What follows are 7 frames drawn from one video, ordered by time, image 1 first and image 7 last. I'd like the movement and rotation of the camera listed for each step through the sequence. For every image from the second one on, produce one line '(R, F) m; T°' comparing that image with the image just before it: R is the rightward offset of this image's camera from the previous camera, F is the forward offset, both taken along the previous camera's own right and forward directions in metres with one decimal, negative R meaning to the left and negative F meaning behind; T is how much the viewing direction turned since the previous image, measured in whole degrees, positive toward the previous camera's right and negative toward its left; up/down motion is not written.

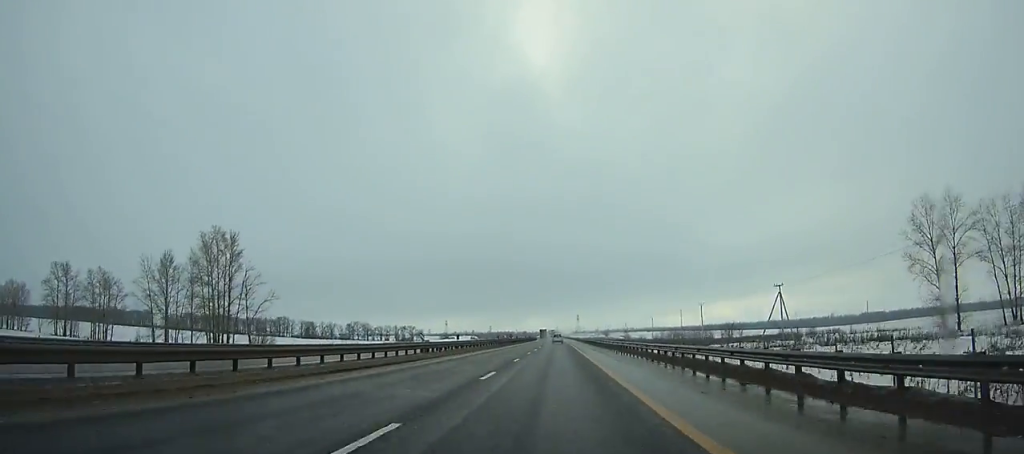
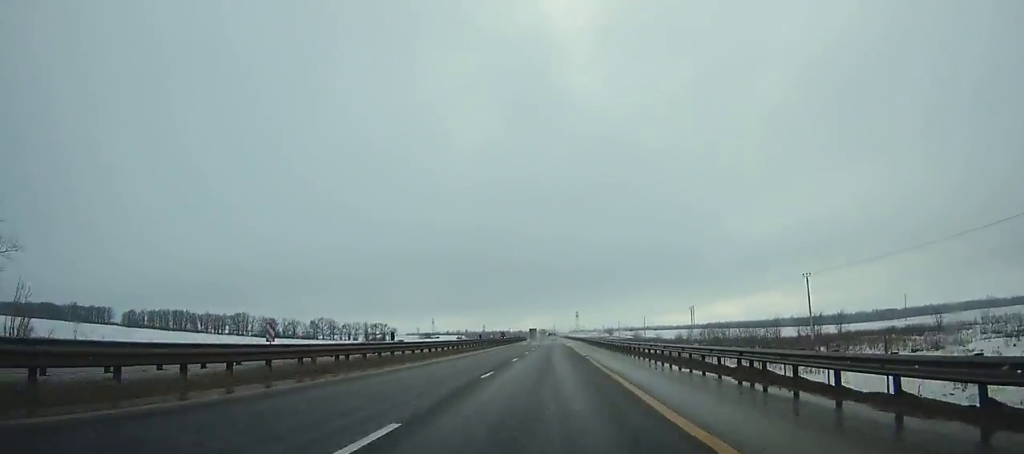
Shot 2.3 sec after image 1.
(-0.1, +59.9) m; 0°
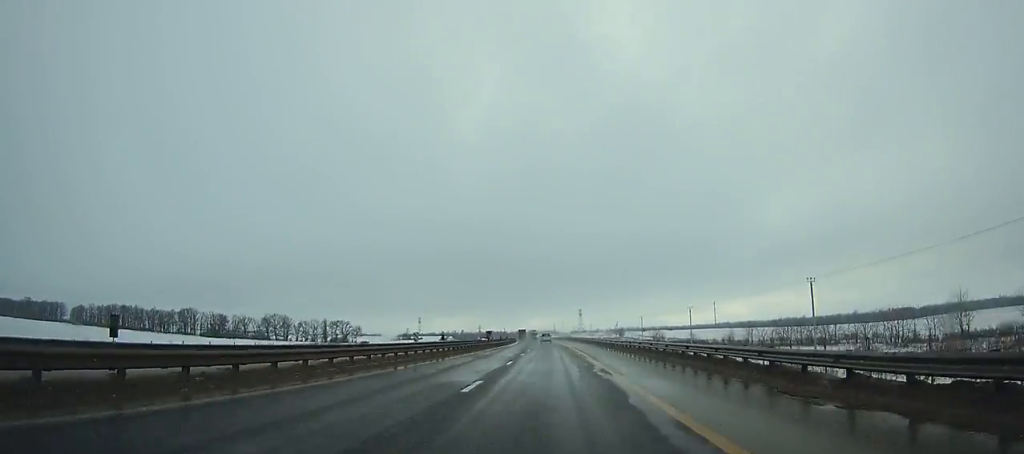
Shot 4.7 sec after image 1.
(-0.1, +63.3) m; -1°
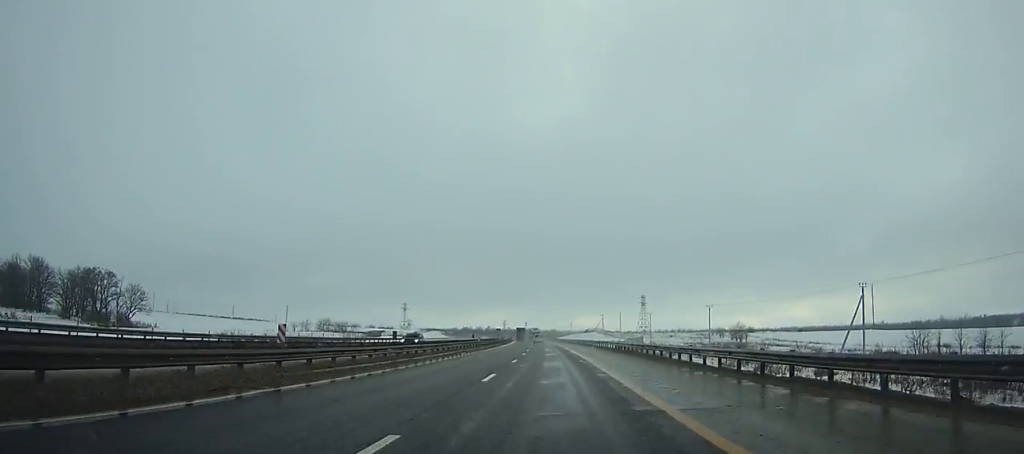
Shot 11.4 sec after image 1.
(-5.6, +177.8) m; -4°
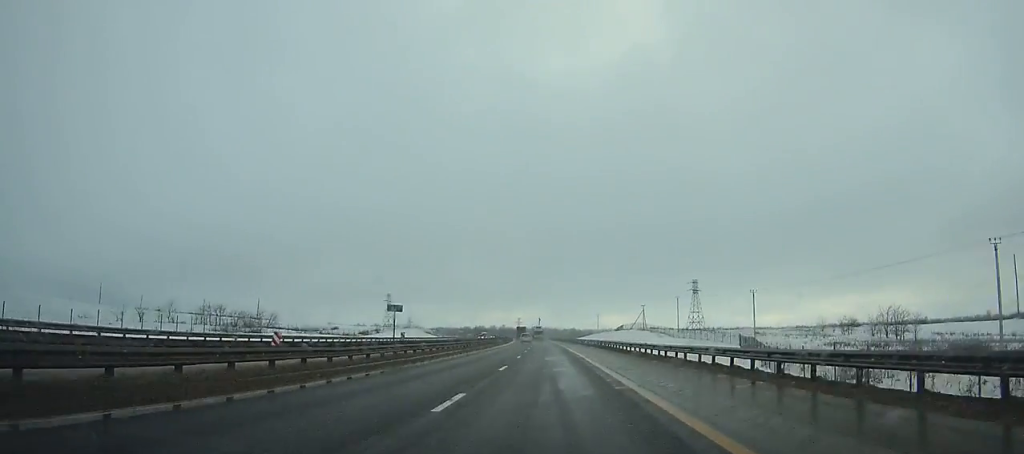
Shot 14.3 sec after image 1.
(-1.0, +76.3) m; -2°
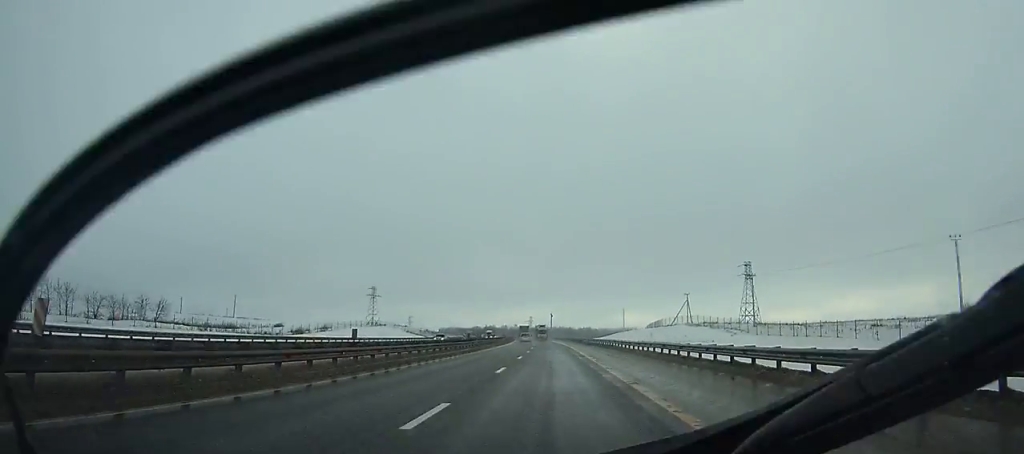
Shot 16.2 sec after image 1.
(-0.2, +49.9) m; -1°
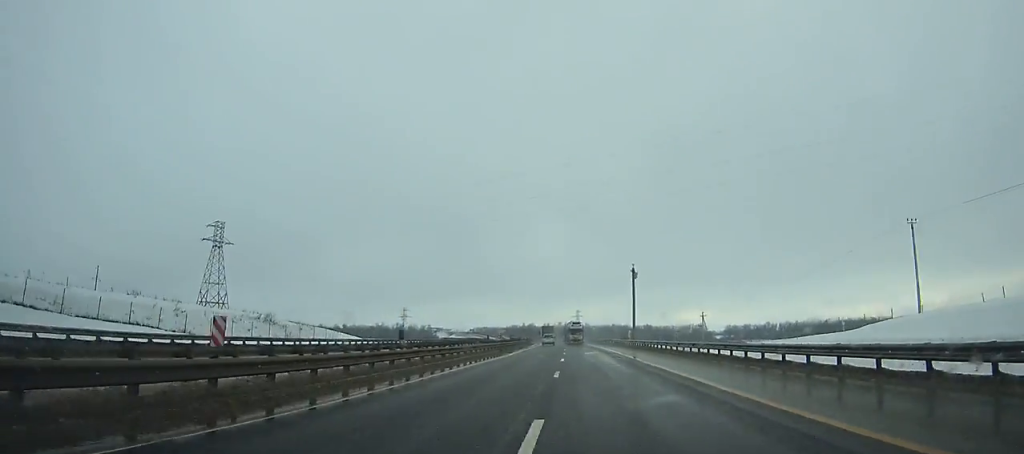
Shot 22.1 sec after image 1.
(-6.0, +156.5) m; -4°
